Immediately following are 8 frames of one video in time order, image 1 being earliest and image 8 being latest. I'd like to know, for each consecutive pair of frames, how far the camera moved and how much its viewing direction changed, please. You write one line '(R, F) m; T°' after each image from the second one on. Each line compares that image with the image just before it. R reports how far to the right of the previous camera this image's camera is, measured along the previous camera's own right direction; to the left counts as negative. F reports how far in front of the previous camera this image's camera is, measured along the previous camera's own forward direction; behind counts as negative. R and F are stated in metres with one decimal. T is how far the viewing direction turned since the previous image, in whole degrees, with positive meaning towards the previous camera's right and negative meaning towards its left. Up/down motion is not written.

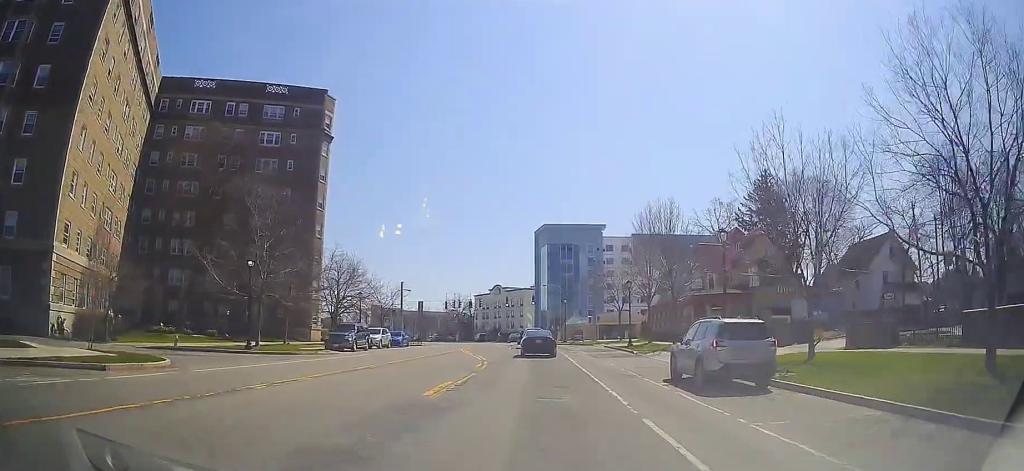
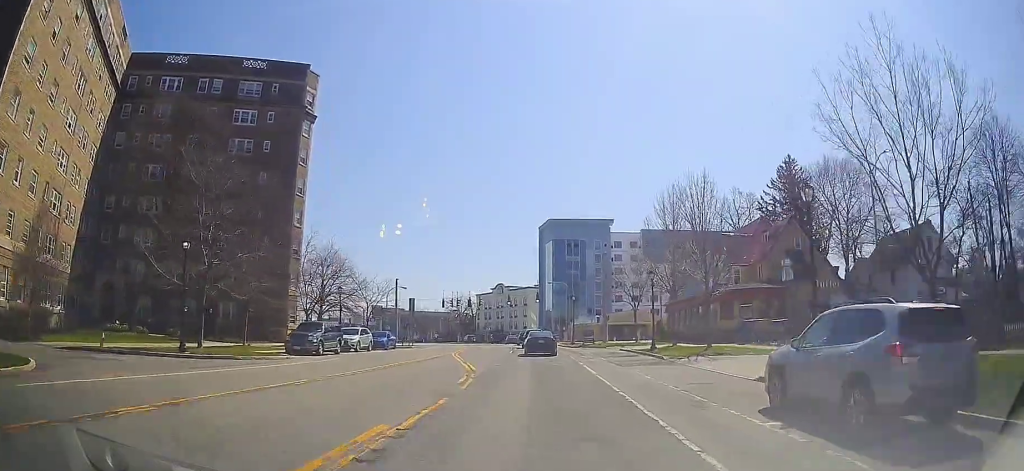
(0.0, +6.6) m; 0°
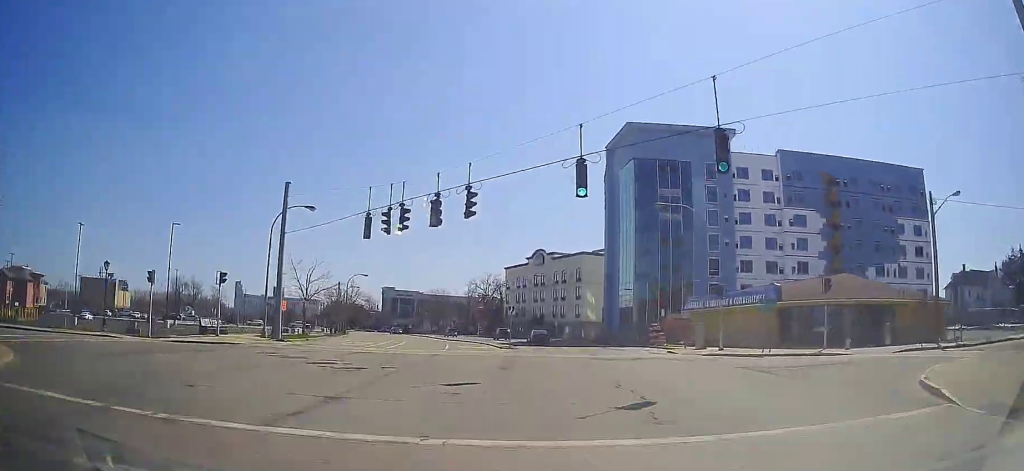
(-1.5, +52.0) m; -13°
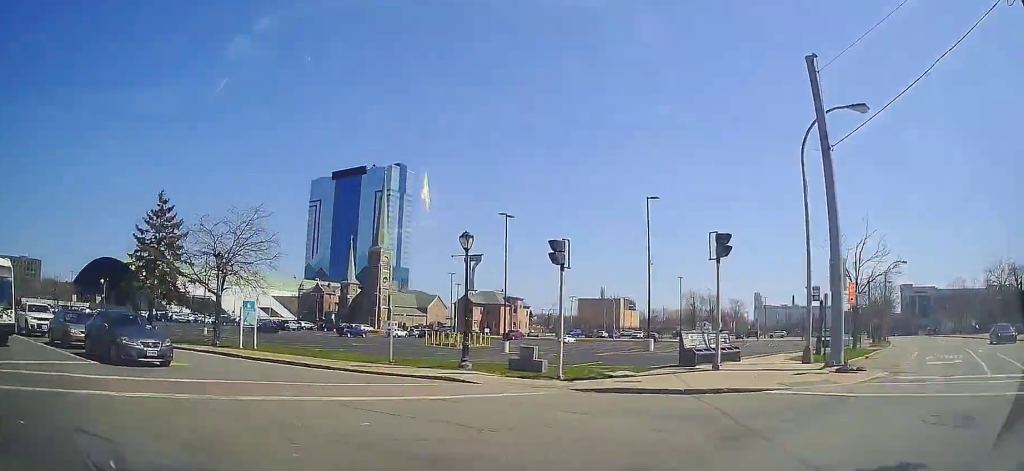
(-5.9, +19.8) m; -47°
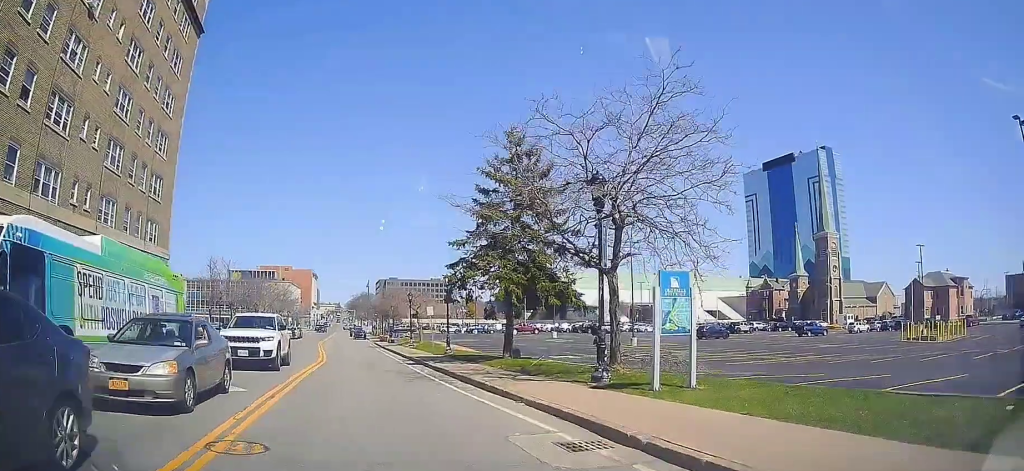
(-8.0, +16.2) m; -42°
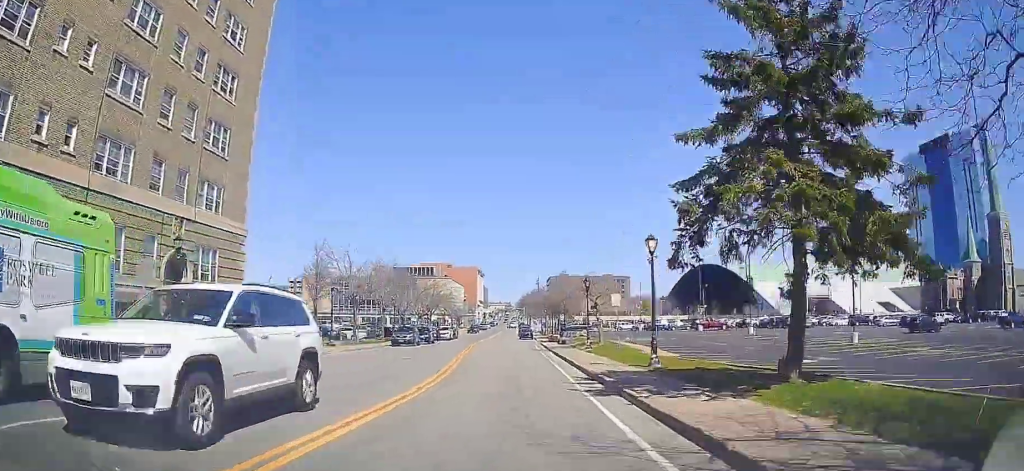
(-3.1, +12.2) m; -12°
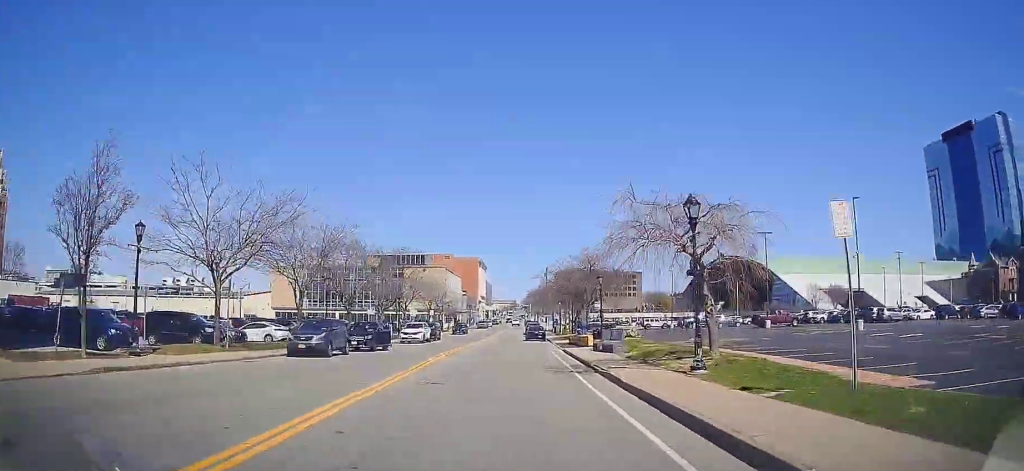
(-1.5, +17.2) m; -4°
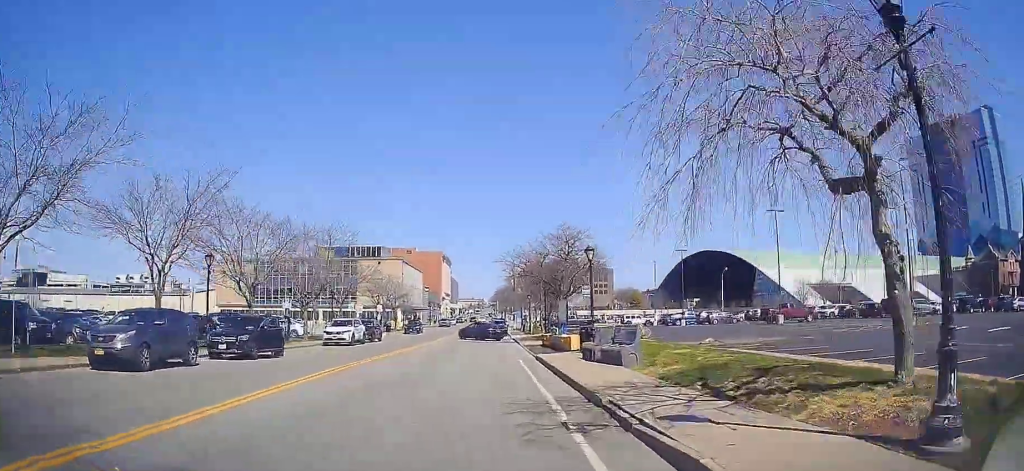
(0.0, +8.5) m; 0°
